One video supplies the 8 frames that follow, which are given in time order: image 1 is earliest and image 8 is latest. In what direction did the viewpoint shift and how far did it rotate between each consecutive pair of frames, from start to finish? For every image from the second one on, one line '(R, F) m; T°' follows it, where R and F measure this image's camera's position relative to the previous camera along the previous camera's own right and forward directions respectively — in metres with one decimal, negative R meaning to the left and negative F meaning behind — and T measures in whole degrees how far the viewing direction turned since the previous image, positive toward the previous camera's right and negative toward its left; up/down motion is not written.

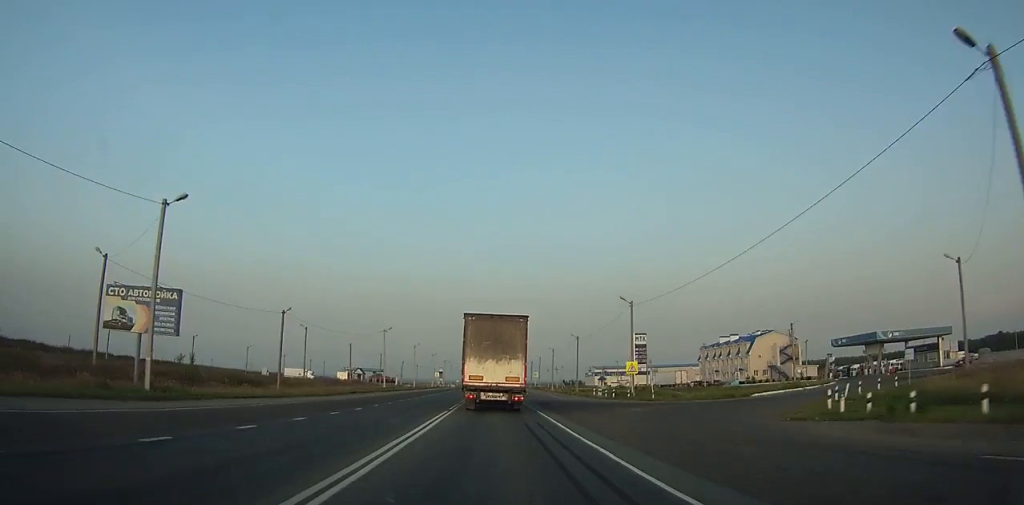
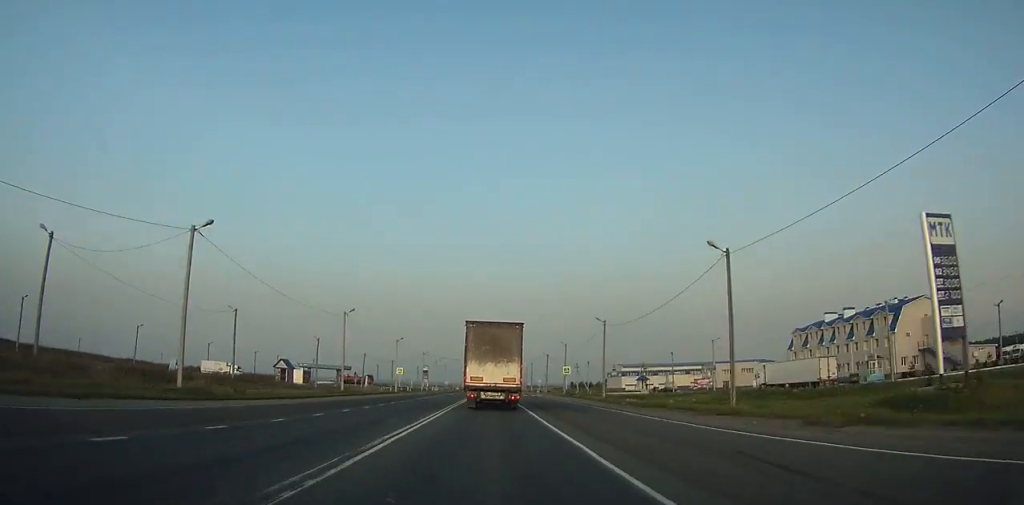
(0.0, +57.7) m; 0°
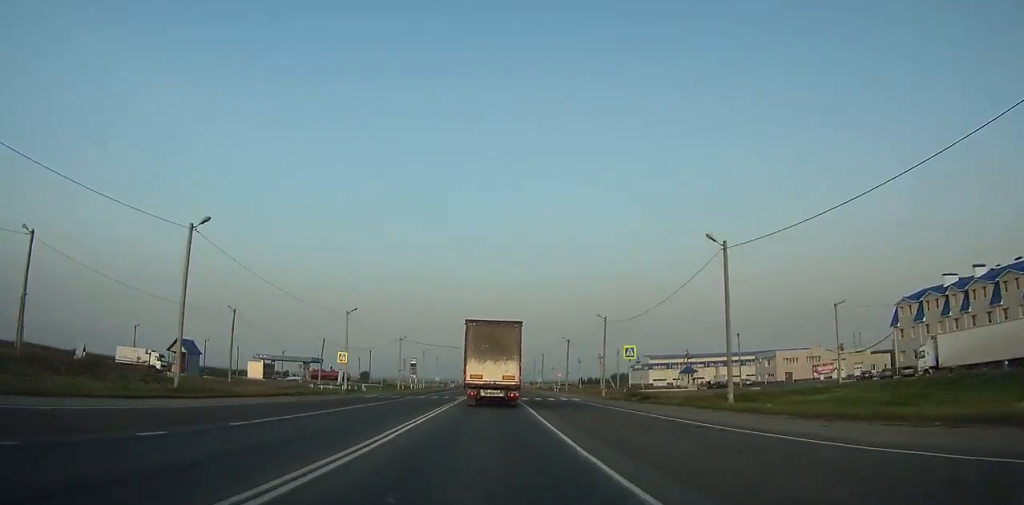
(-0.2, +35.1) m; 0°
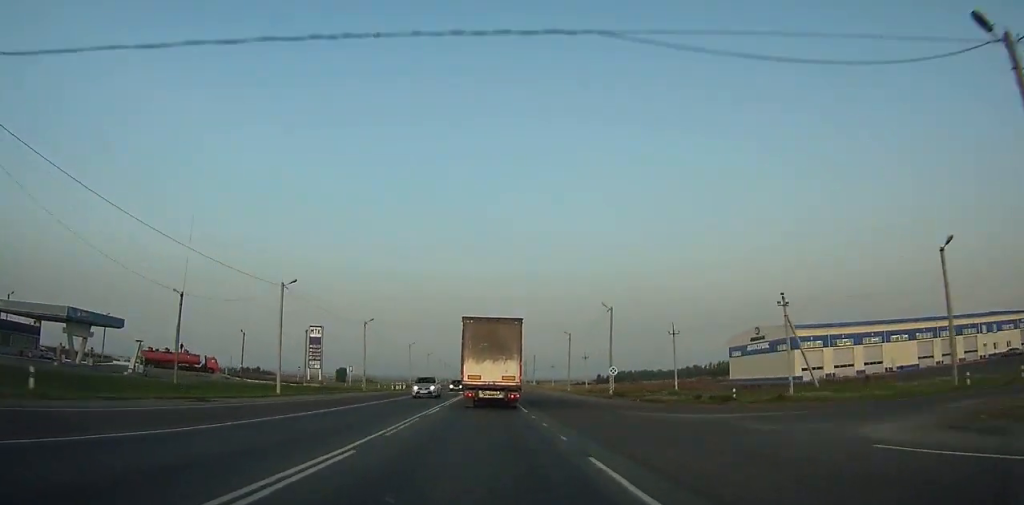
(0.0, +87.7) m; 0°
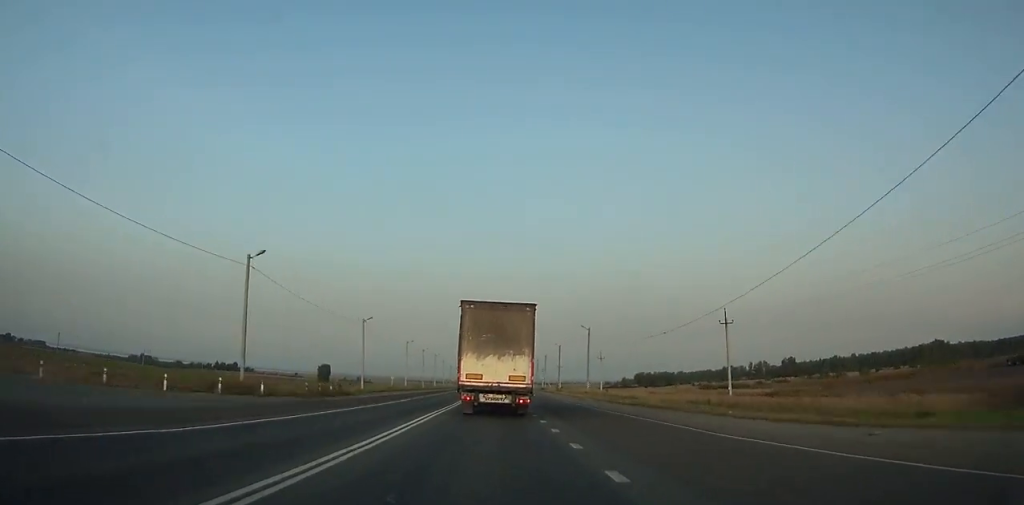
(-0.1, +81.2) m; 0°
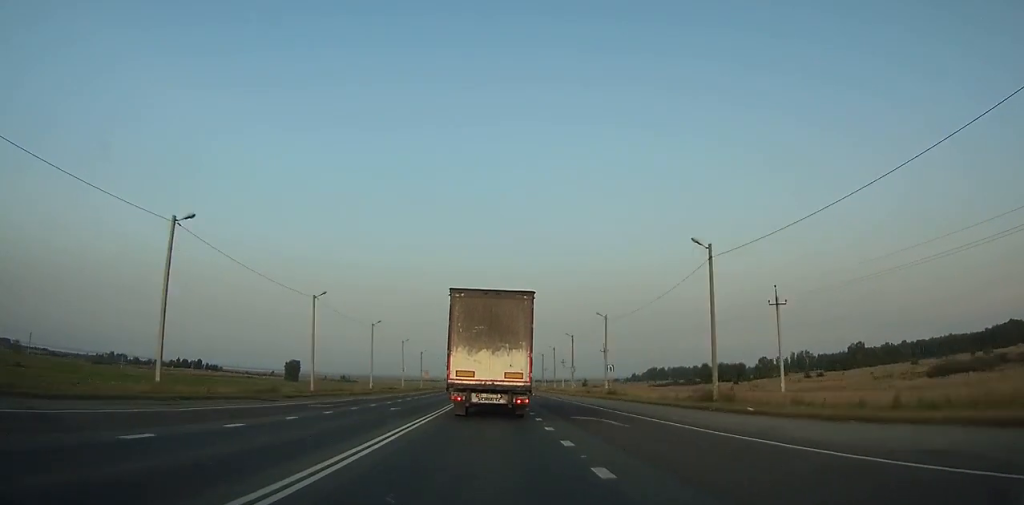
(+0.1, +79.4) m; 0°
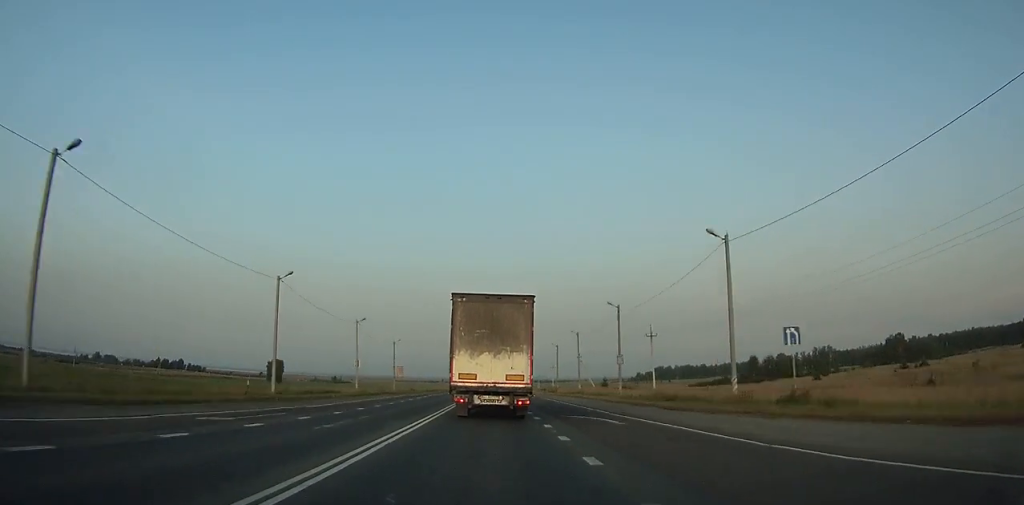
(+0.2, +35.3) m; 0°
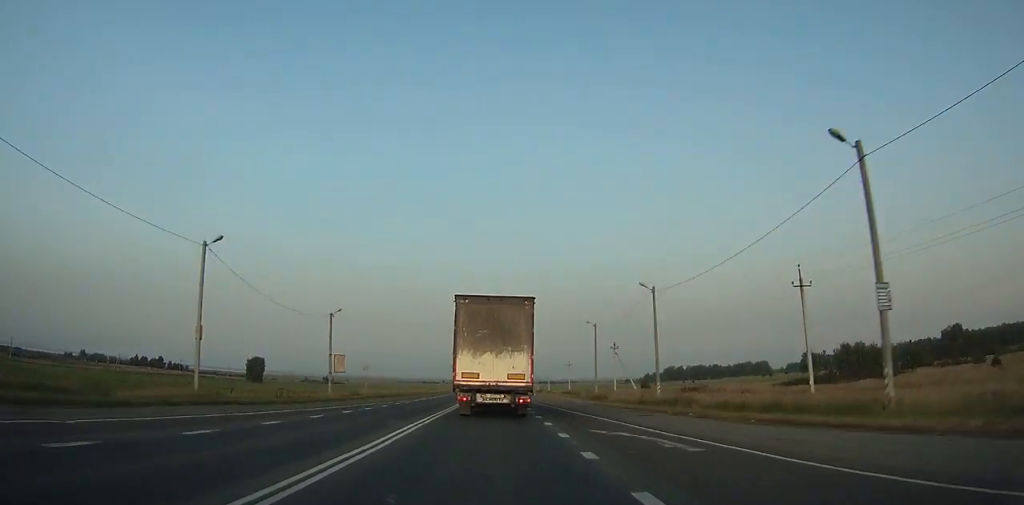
(+0.1, +39.1) m; 0°
